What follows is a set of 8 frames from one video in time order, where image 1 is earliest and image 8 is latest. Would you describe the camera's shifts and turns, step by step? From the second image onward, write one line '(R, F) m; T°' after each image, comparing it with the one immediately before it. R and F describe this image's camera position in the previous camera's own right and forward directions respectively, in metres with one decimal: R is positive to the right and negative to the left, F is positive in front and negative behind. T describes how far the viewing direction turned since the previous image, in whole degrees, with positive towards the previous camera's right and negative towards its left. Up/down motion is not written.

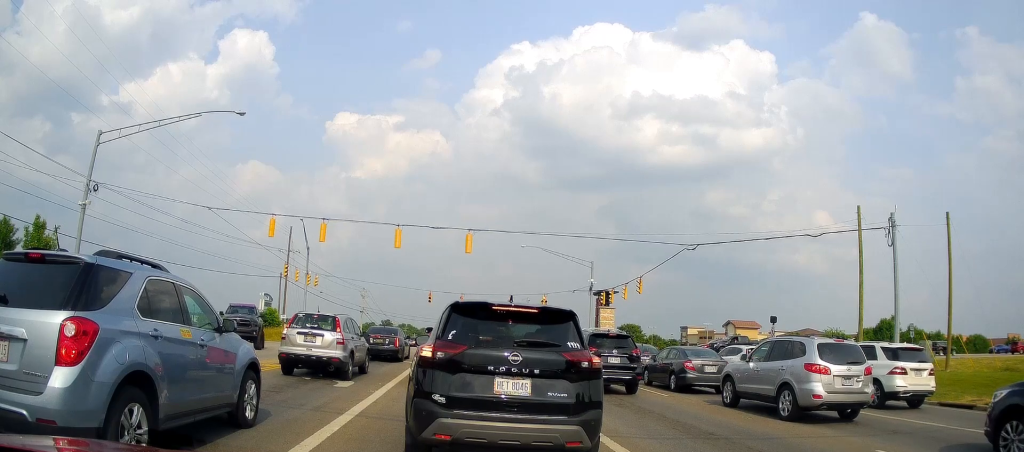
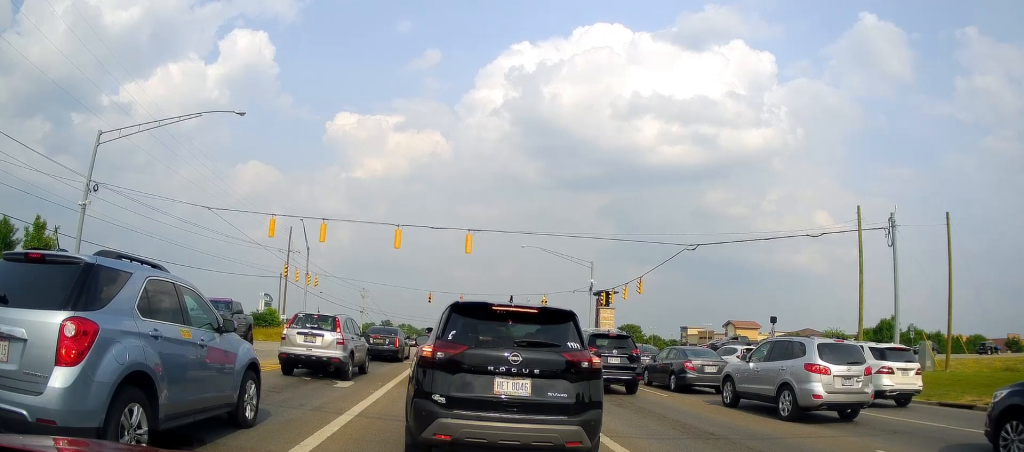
(0.0, 0.0) m; 0°
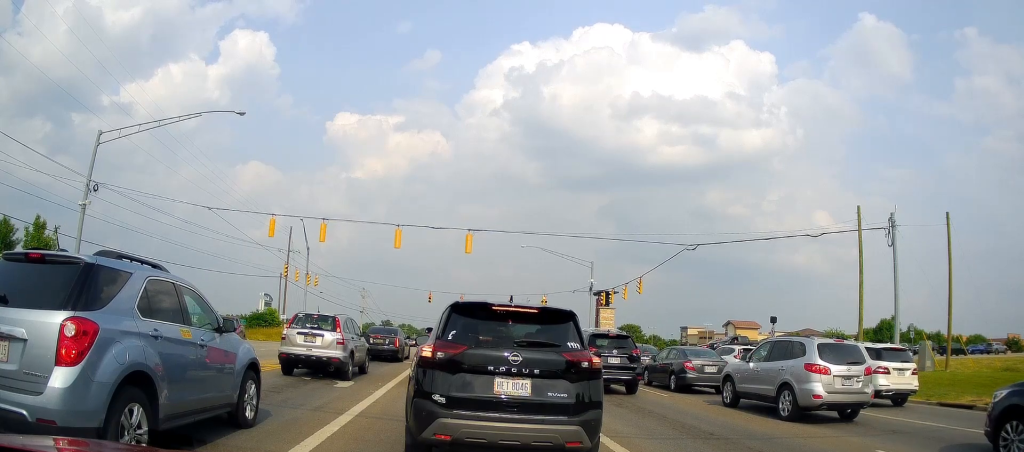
(0.0, 0.0) m; 0°
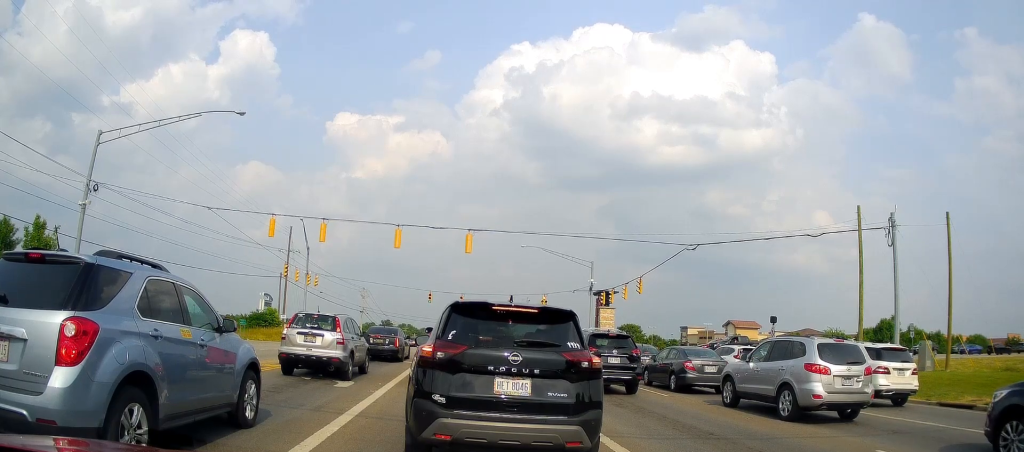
(0.0, 0.0) m; 0°
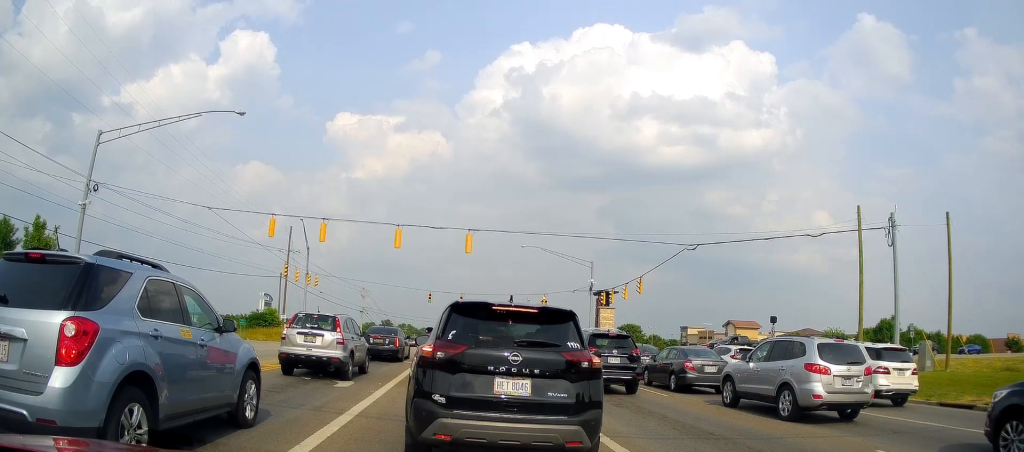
(0.0, 0.0) m; 0°
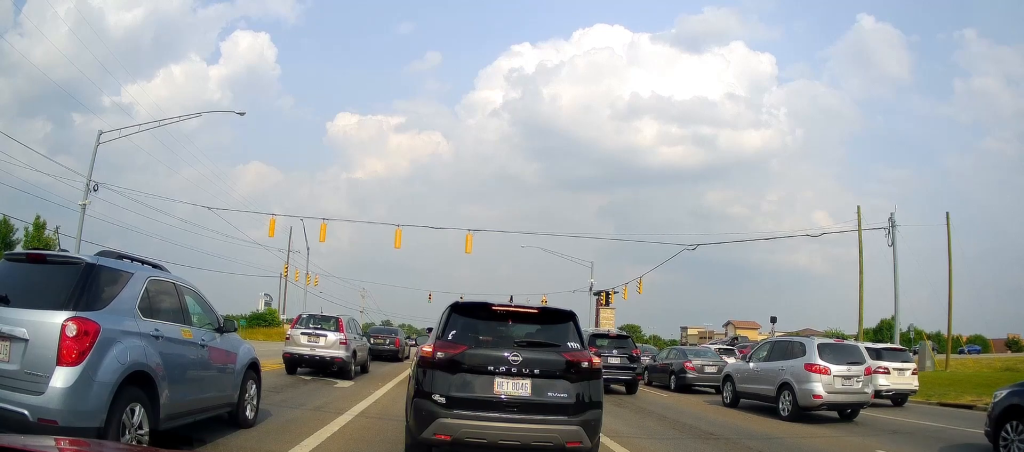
(0.0, +0.6) m; 0°
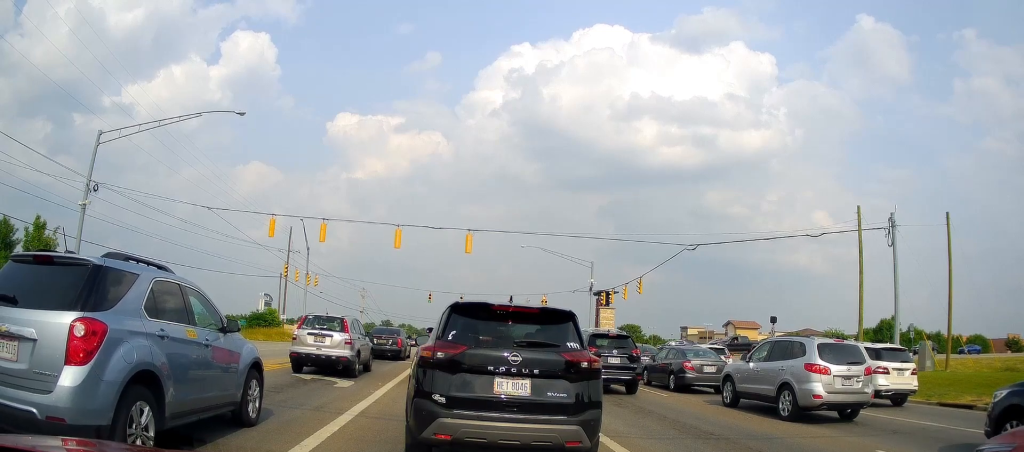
(0.0, +0.3) m; 0°
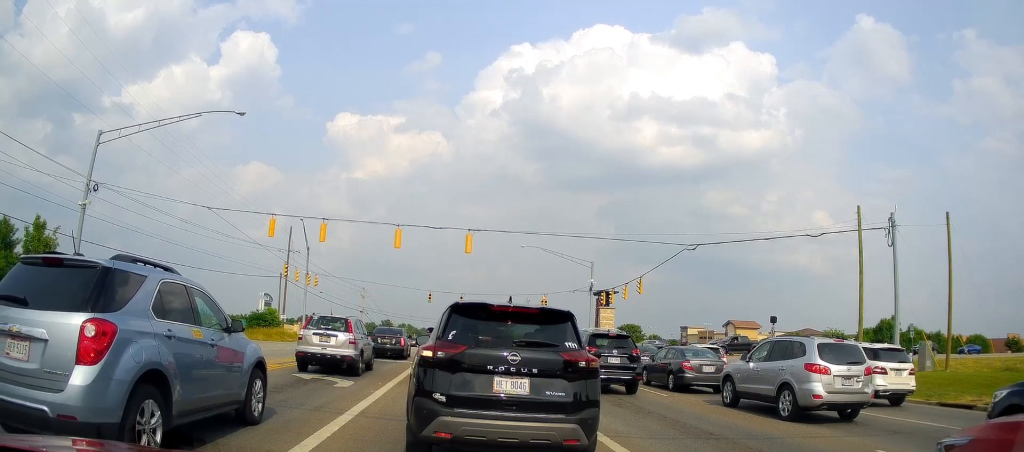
(0.0, 0.0) m; 0°
